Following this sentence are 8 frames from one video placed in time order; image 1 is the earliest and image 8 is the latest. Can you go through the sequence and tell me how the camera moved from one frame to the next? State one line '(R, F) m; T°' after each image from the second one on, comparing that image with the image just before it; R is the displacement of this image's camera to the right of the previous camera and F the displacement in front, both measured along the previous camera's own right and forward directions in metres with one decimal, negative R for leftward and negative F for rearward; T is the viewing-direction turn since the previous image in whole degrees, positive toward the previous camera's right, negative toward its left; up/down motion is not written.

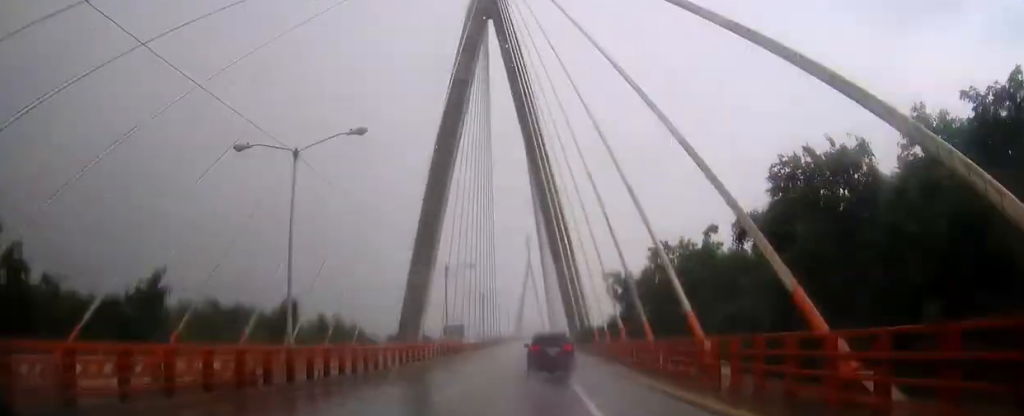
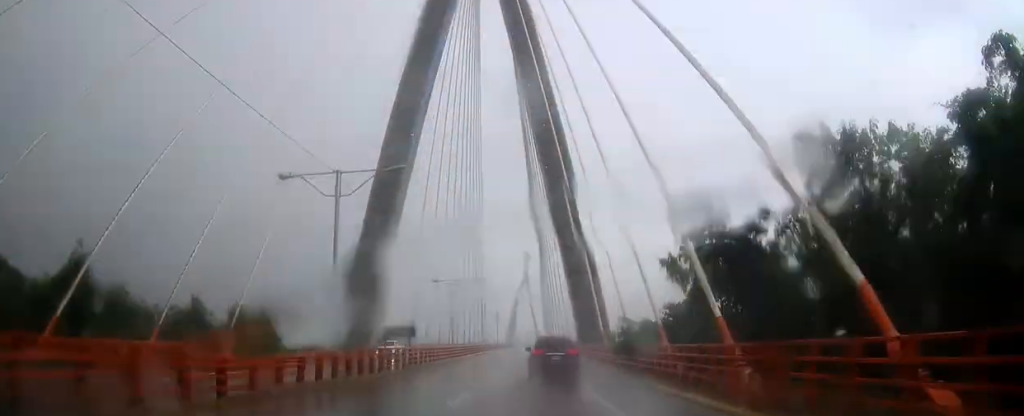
(-0.2, +29.3) m; -1°
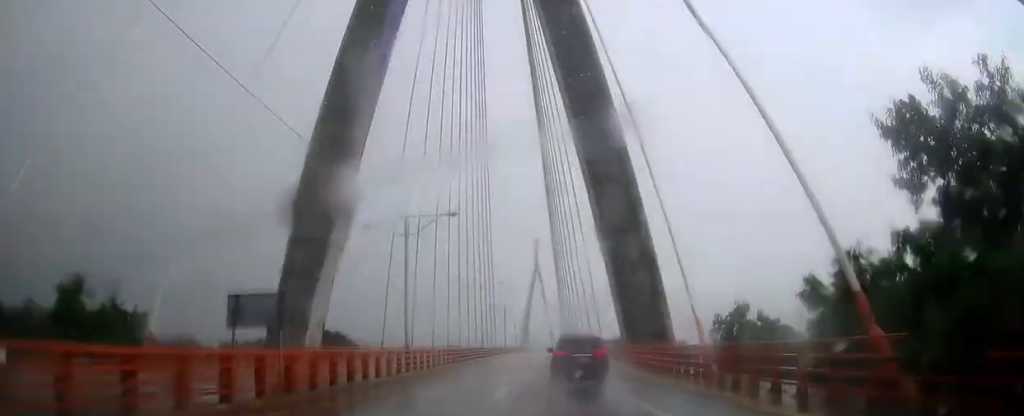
(-0.2, +24.6) m; 0°
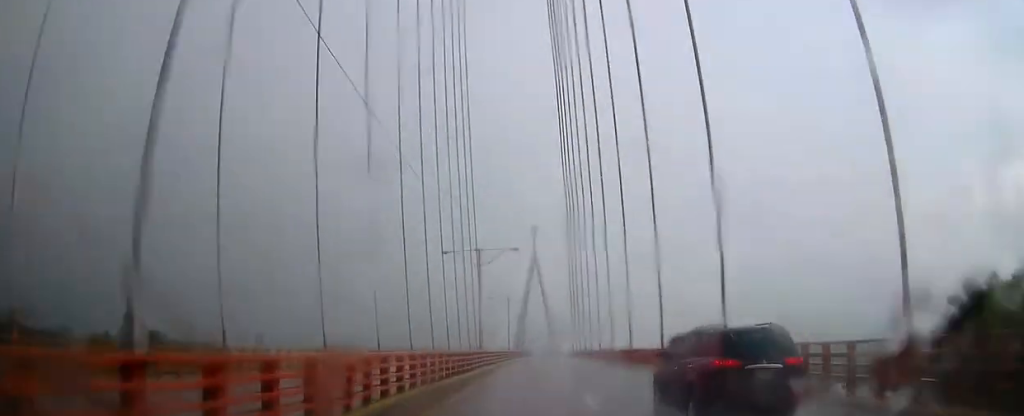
(+0.1, +55.1) m; +1°
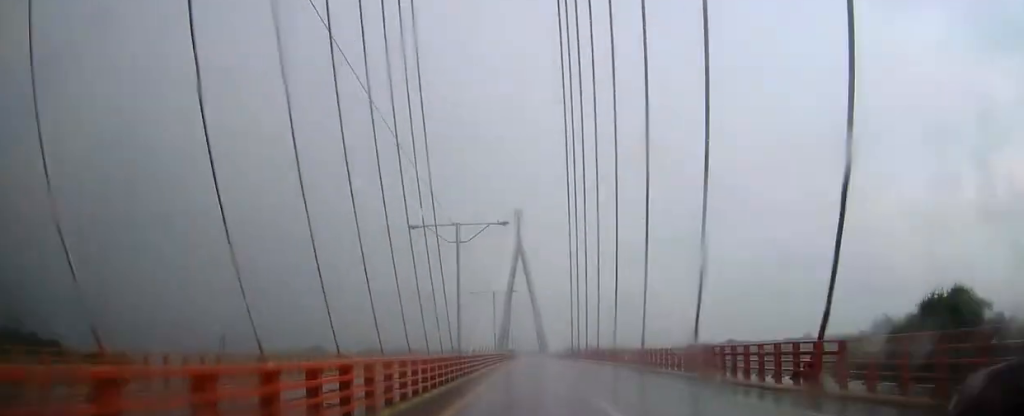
(+0.4, +41.9) m; +1°
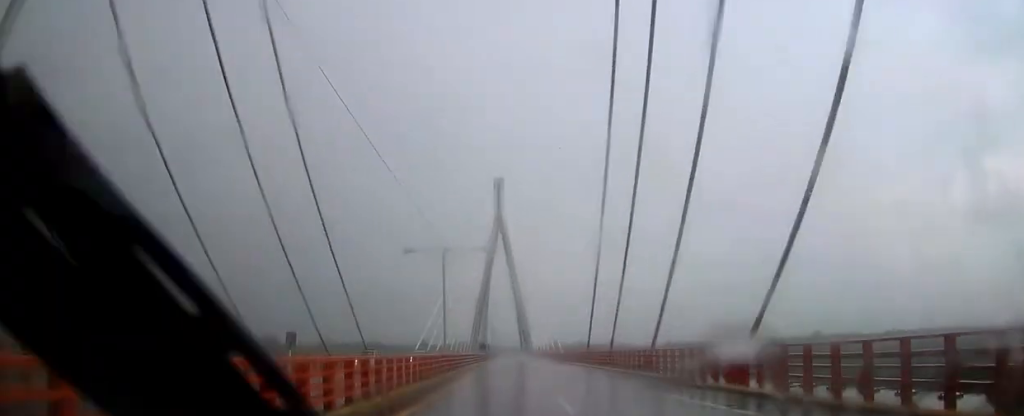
(+0.5, +59.0) m; +1°
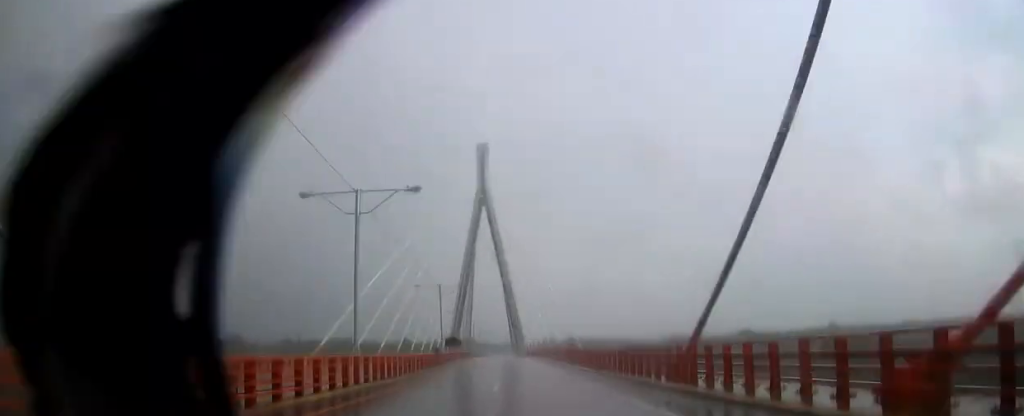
(+0.4, +46.0) m; 0°
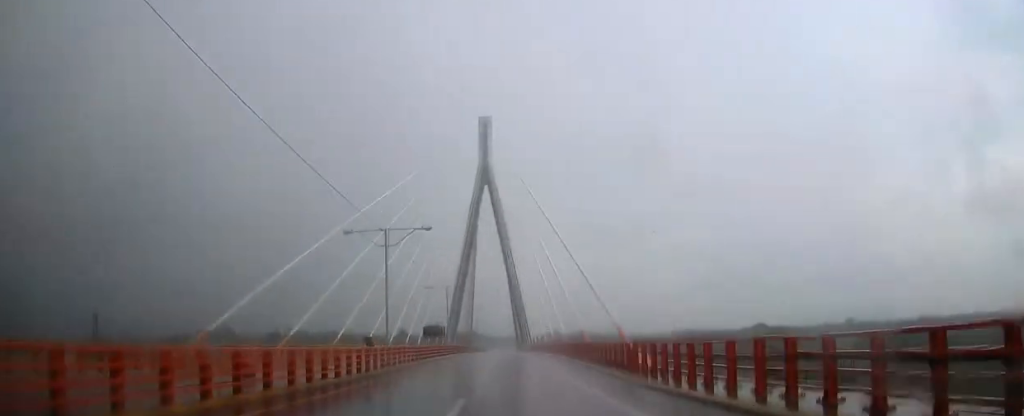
(+0.1, +23.6) m; 0°
